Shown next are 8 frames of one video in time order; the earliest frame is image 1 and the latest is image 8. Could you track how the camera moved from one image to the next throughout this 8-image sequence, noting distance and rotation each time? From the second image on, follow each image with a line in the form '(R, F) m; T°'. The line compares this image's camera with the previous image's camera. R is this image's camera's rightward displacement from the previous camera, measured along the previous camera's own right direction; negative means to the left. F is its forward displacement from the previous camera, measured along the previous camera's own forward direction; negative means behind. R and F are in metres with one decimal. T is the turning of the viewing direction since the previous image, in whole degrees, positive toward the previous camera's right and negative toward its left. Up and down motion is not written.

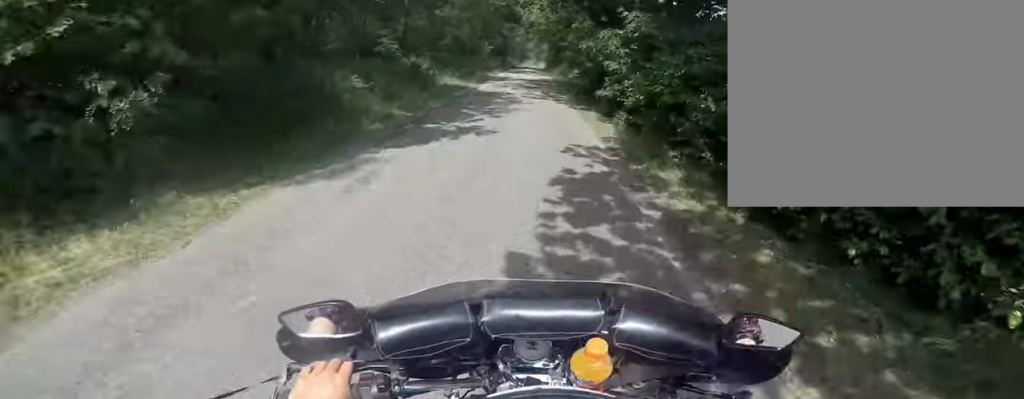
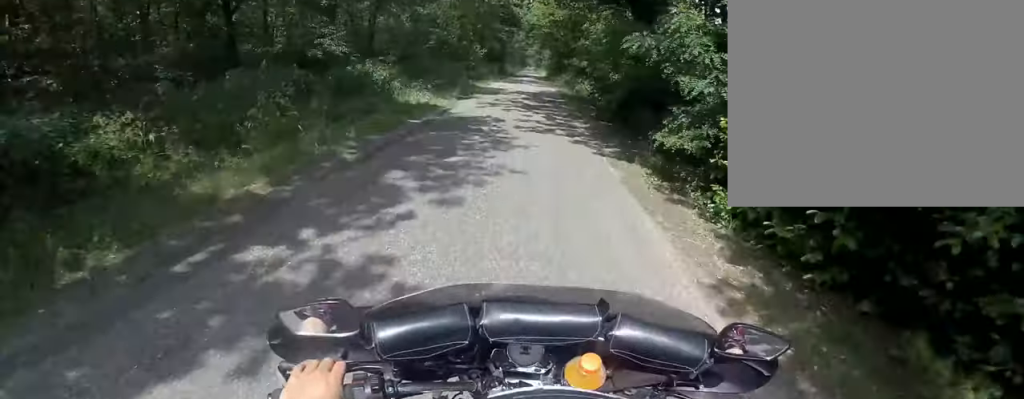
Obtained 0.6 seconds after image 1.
(0.0, +5.1) m; +1°
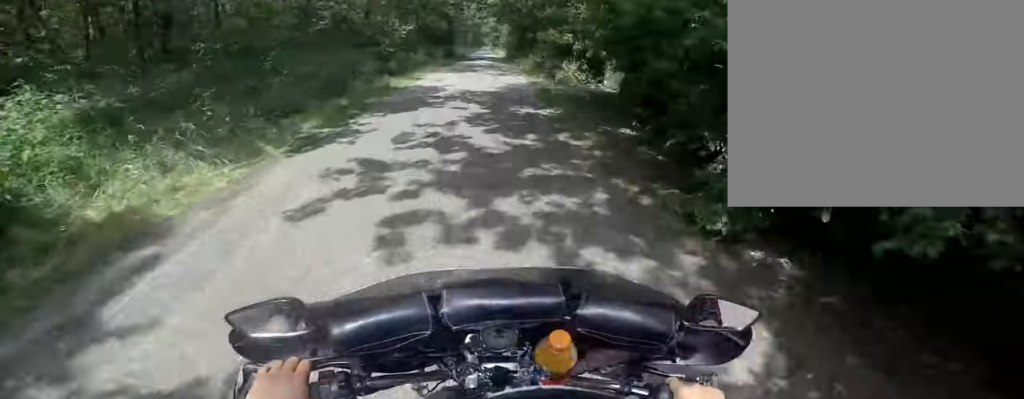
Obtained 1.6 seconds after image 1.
(+0.2, +9.0) m; +1°
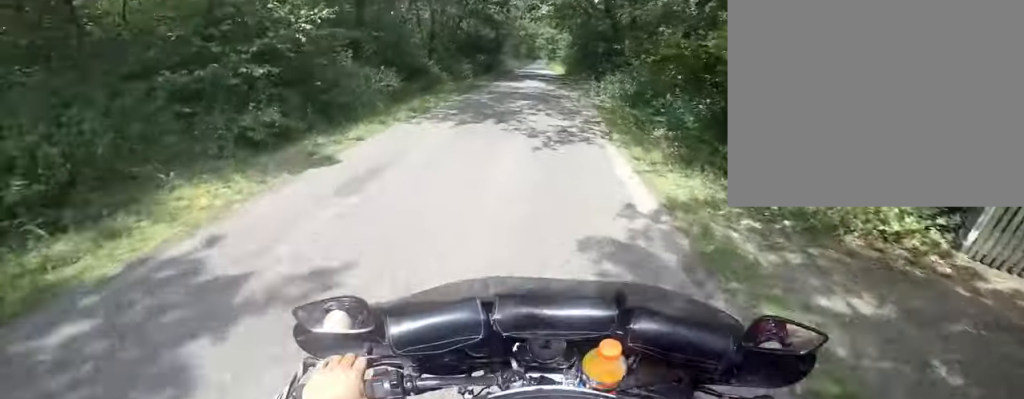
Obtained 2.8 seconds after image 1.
(0.0, +11.1) m; 0°
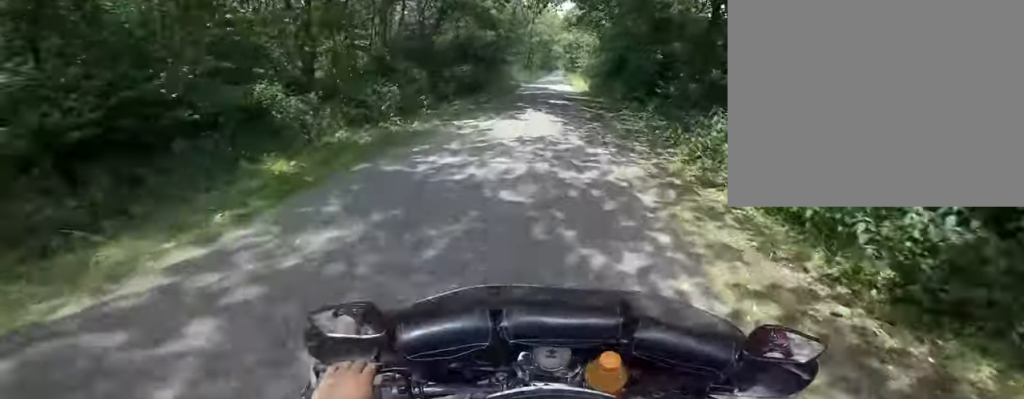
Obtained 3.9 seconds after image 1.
(0.0, +10.4) m; 0°
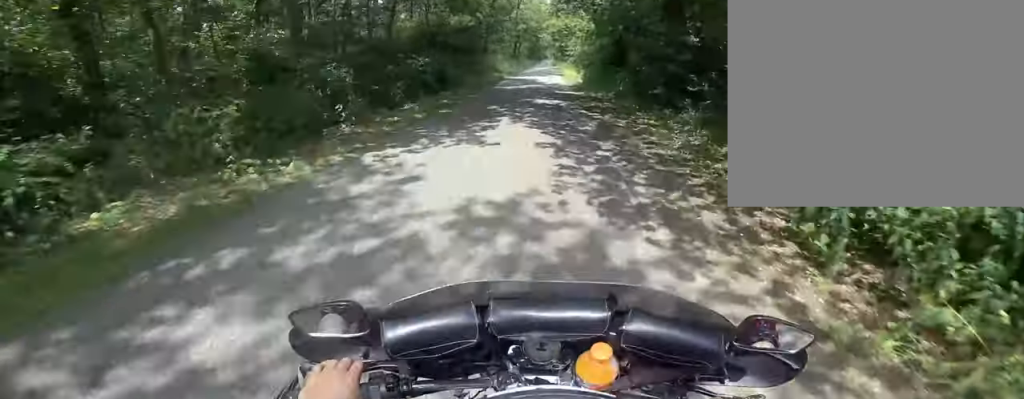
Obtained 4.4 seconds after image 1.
(0.0, +4.2) m; 0°
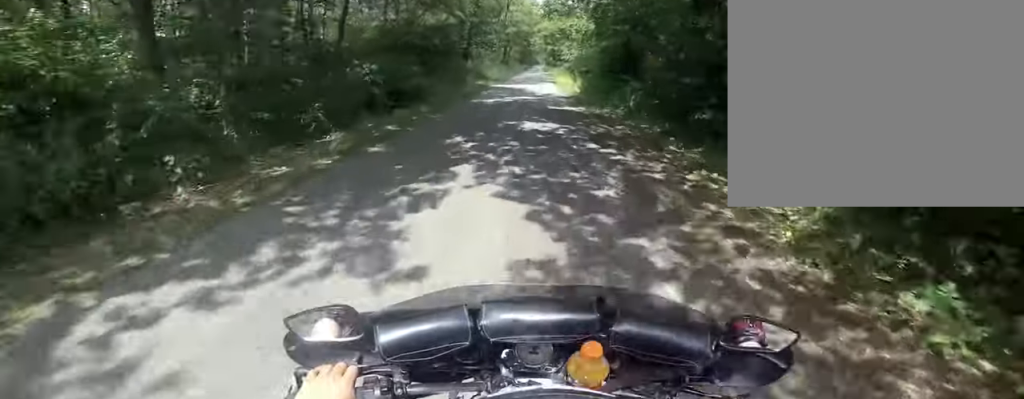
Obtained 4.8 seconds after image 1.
(0.0, +3.8) m; 0°
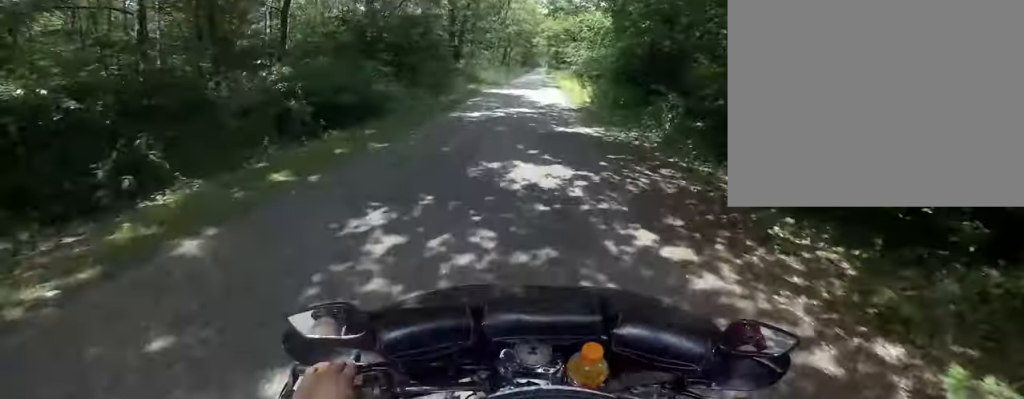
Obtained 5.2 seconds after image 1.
(0.0, +3.8) m; 0°
